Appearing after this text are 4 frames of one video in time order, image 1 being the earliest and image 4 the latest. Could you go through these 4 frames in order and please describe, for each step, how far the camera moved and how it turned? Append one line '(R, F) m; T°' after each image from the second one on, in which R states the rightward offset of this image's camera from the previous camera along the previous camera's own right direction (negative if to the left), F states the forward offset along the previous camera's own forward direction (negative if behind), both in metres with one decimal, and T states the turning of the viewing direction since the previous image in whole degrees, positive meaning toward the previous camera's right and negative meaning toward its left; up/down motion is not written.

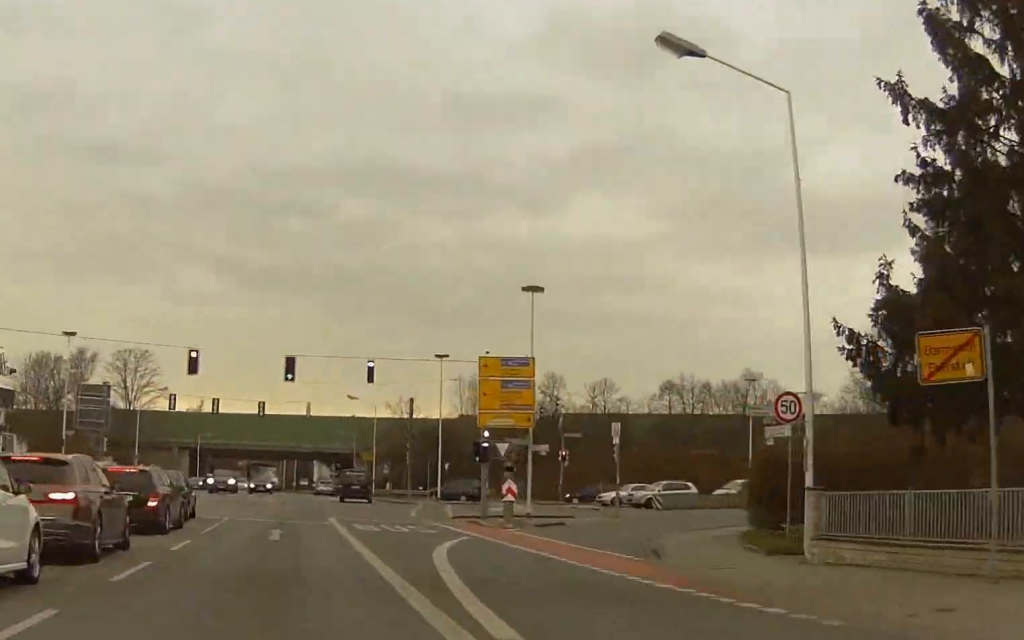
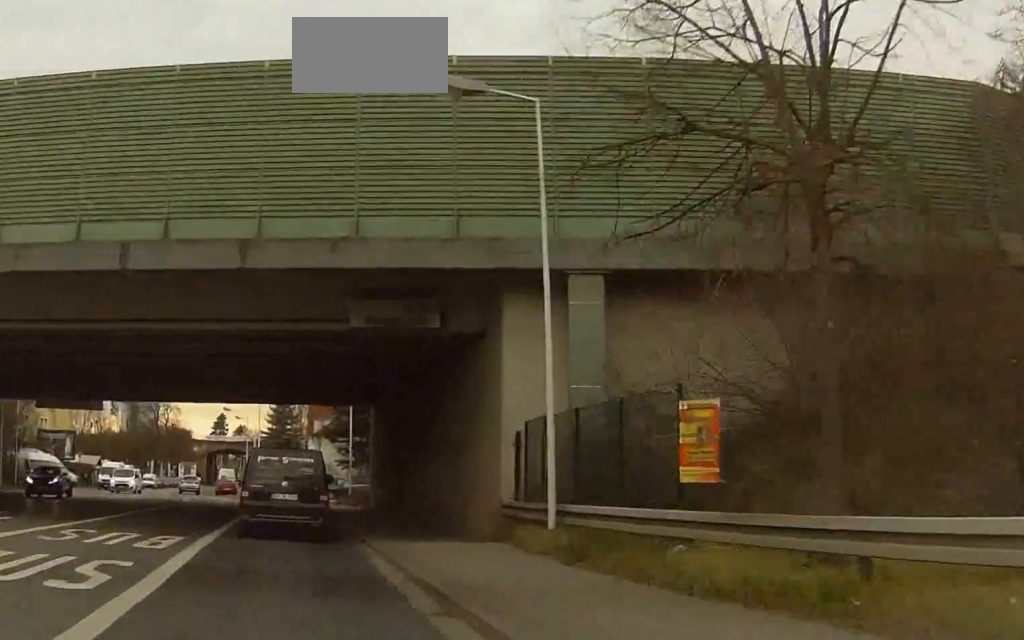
(+2.4, +119.1) m; -1°
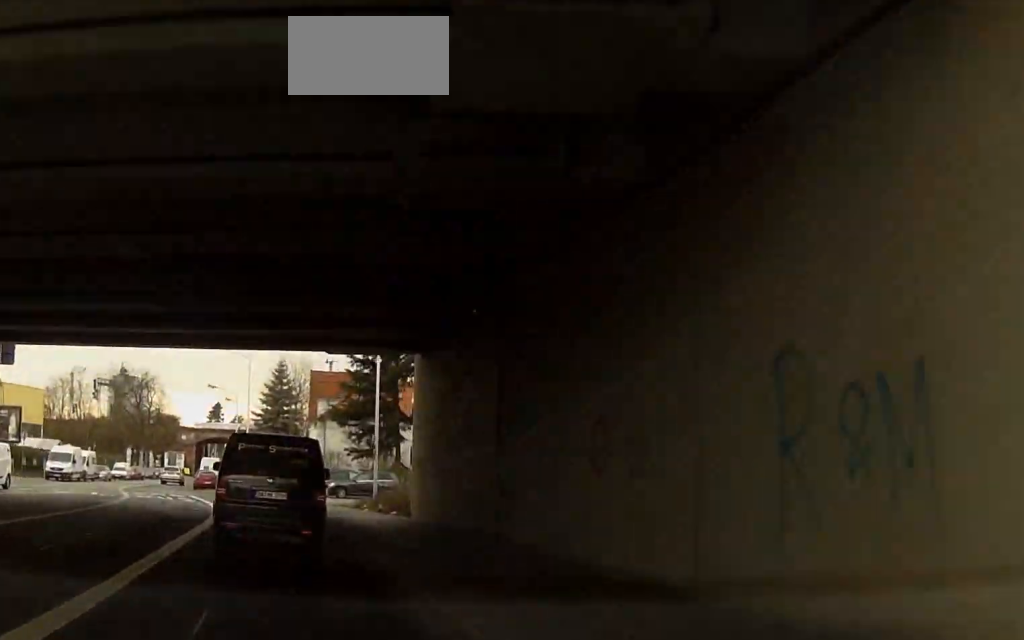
(-0.3, +20.7) m; -1°
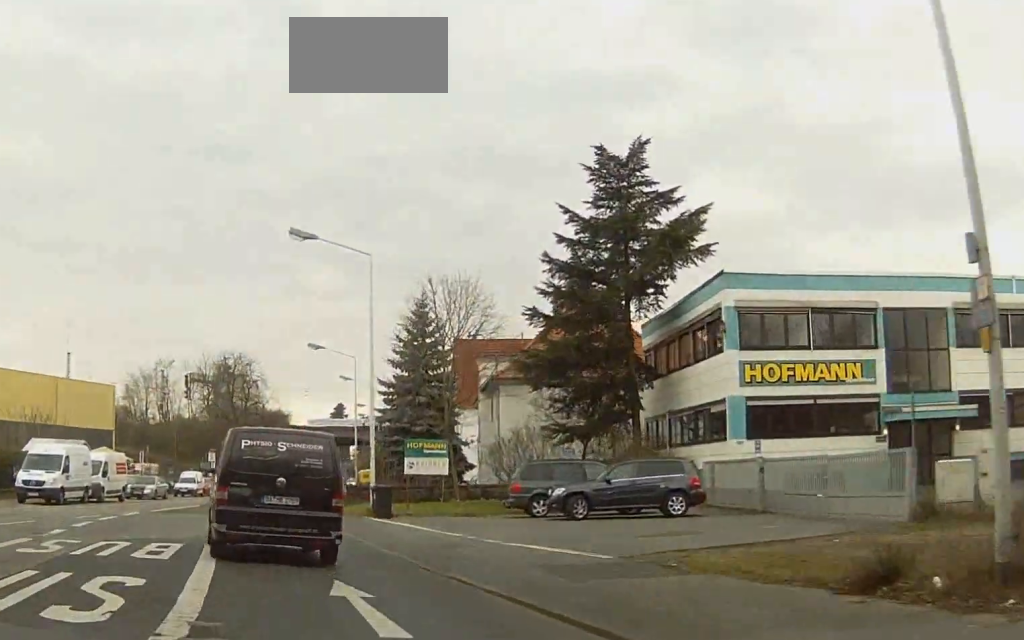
(-1.7, +37.9) m; -7°
